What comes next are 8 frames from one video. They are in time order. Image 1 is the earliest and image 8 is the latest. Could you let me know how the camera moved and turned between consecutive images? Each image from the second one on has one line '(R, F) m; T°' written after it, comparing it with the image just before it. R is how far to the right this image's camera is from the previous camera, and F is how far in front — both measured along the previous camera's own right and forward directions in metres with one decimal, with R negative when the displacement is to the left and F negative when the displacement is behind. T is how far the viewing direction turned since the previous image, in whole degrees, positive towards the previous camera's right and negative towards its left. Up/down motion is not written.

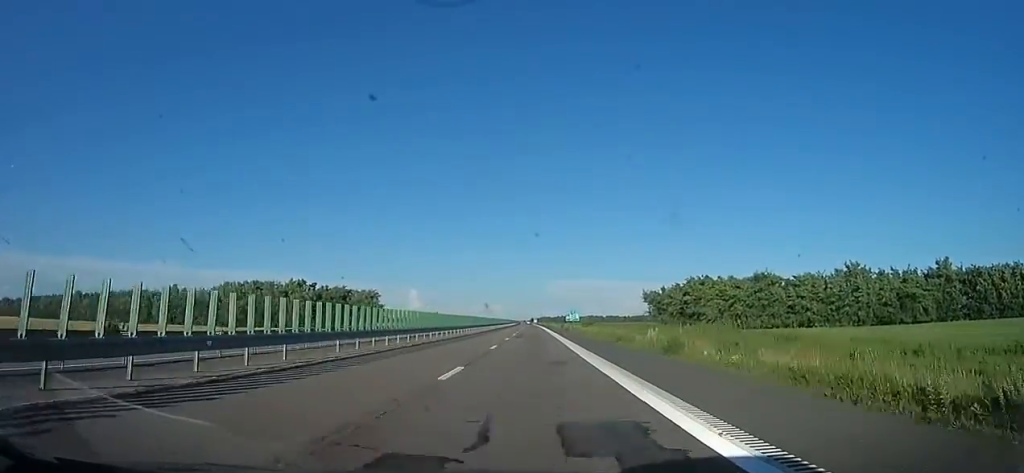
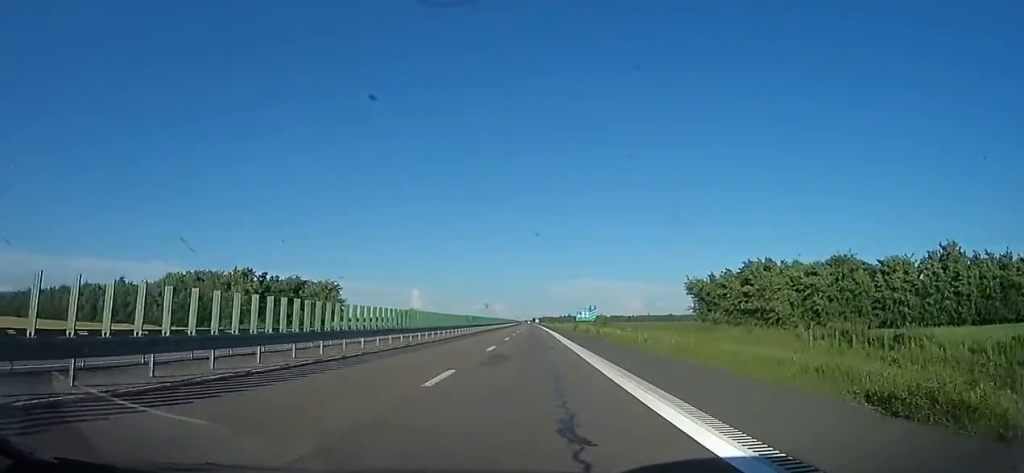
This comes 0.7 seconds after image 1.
(-0.5, +25.1) m; -1°
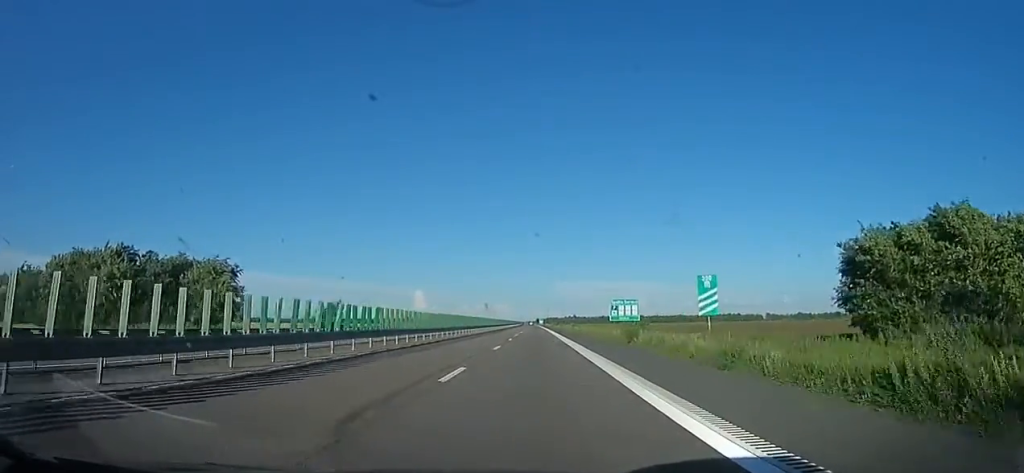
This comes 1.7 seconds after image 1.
(0.0, +35.2) m; 0°
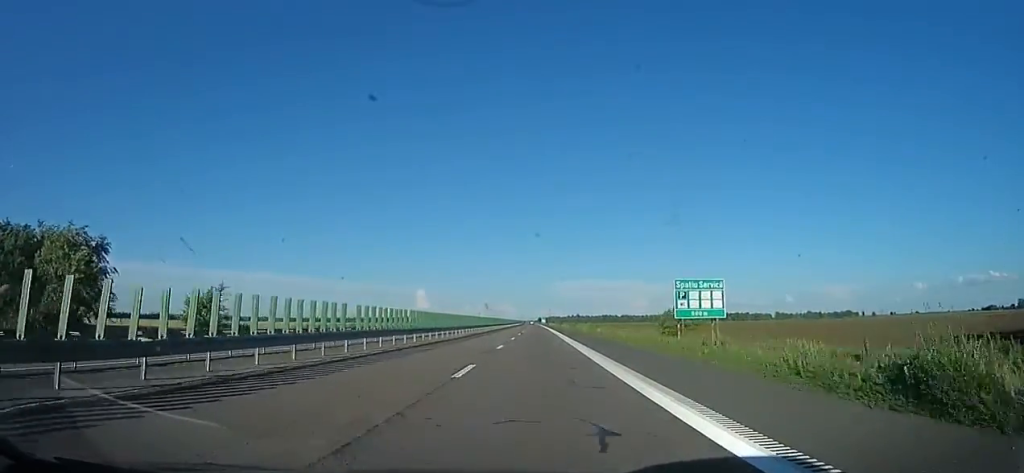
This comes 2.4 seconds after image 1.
(0.0, +23.0) m; 0°
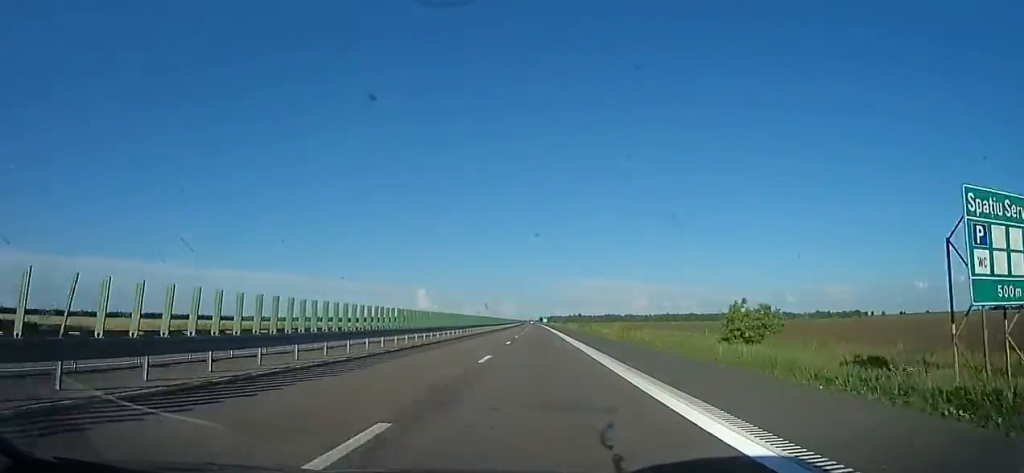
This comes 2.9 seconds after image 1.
(0.0, +20.1) m; 0°
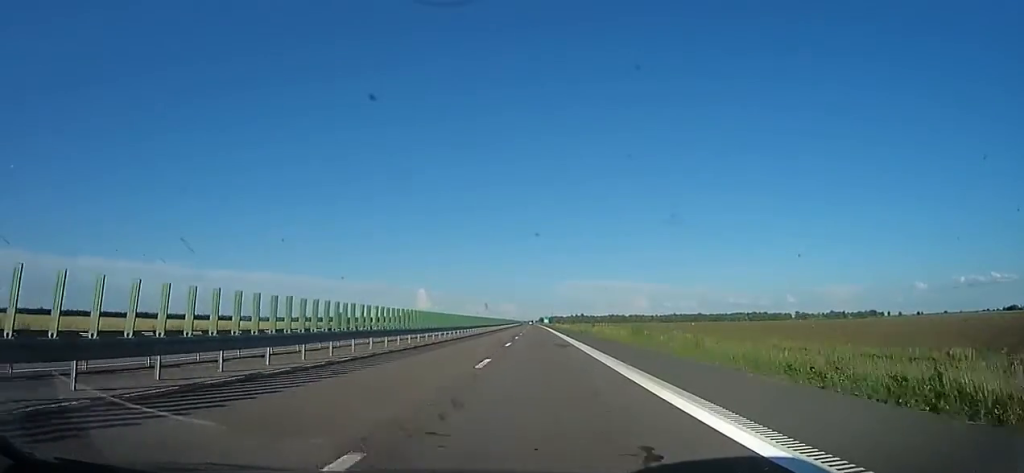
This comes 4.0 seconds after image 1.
(0.0, +37.8) m; 0°
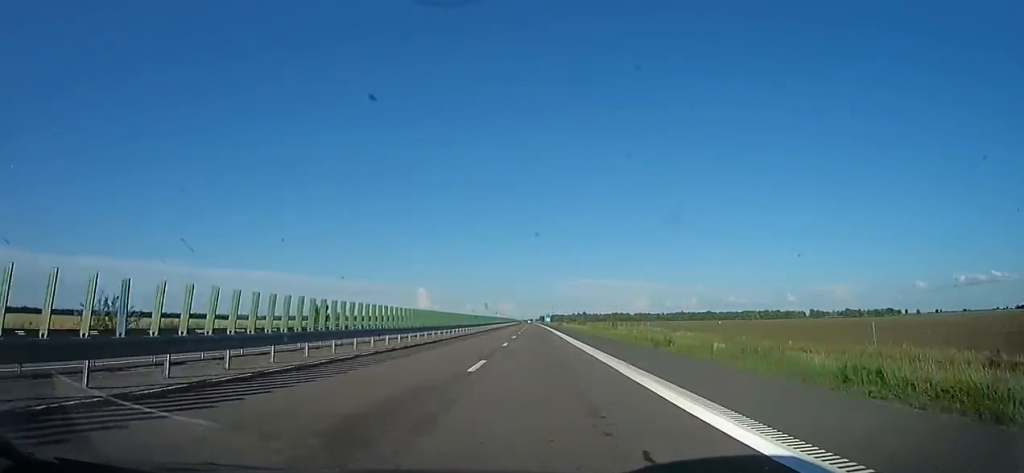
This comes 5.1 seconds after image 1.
(0.0, +37.8) m; 0°
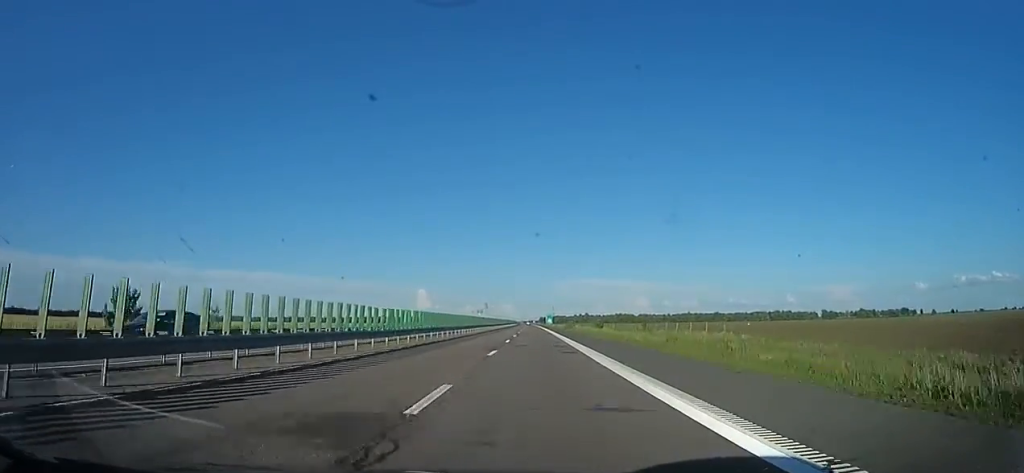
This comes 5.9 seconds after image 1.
(0.0, +29.5) m; 0°
